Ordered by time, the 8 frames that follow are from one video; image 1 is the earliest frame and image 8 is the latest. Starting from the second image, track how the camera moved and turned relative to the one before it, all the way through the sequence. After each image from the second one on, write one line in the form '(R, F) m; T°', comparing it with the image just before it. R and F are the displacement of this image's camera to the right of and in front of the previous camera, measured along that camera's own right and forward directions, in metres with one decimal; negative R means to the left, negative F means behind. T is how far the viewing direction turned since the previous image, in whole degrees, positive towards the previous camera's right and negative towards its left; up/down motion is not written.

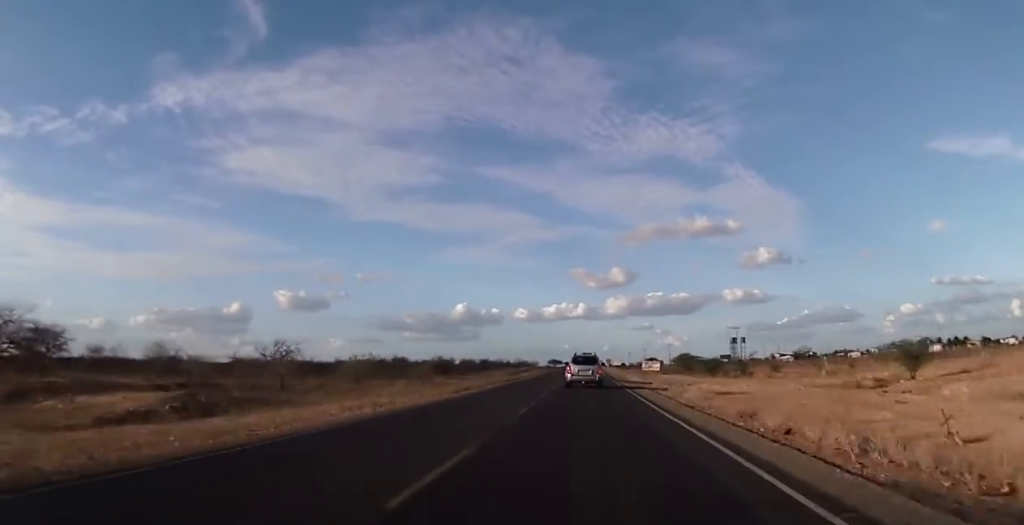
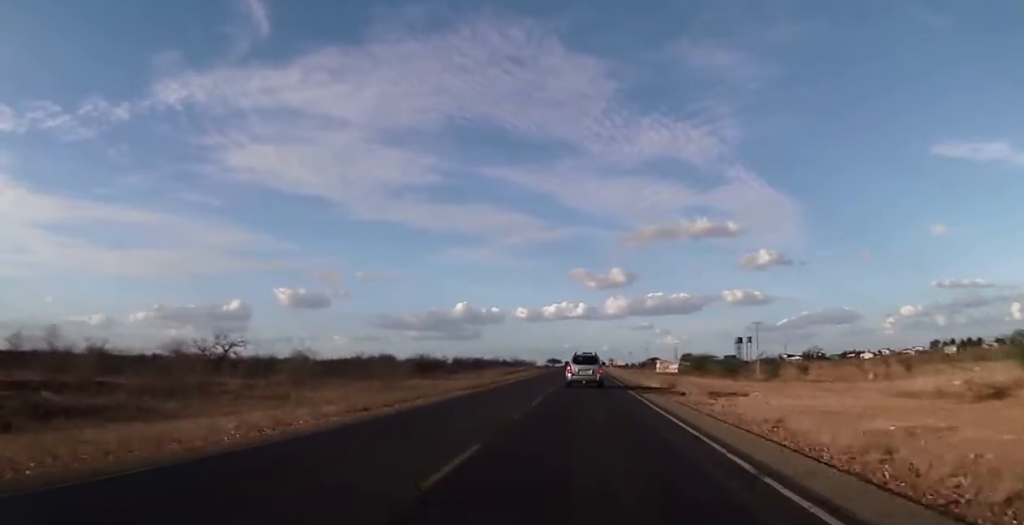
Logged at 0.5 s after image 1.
(0.0, +13.7) m; 0°
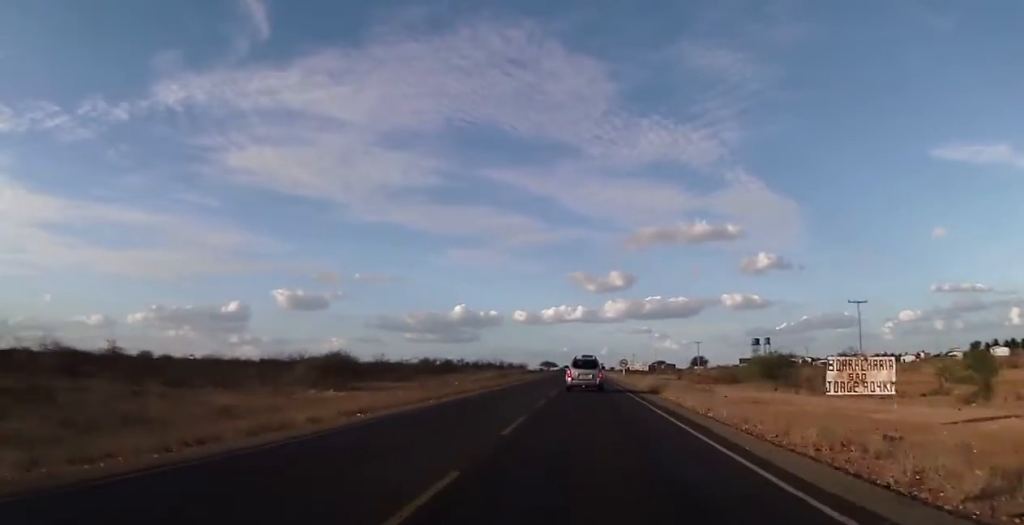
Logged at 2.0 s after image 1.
(-0.2, +41.8) m; 0°
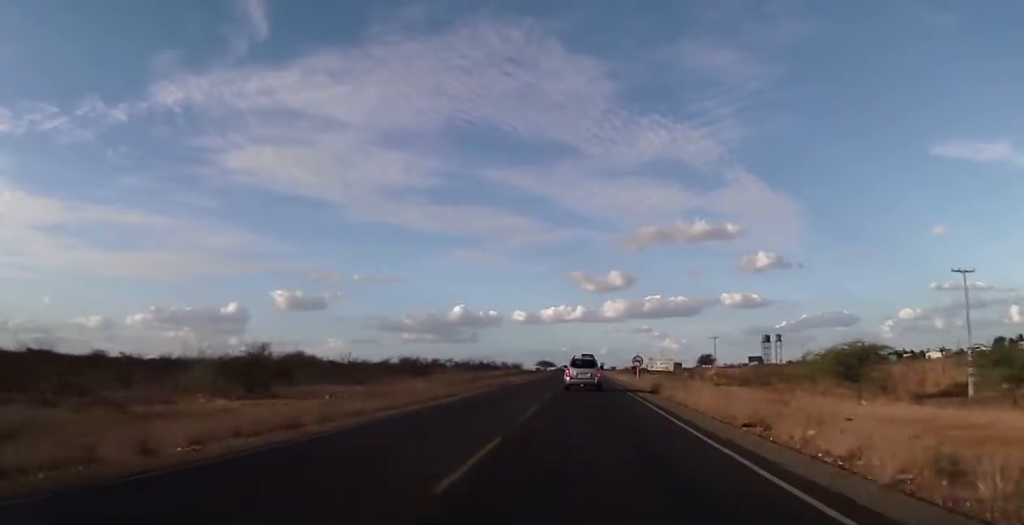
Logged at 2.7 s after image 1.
(0.0, +22.9) m; 0°
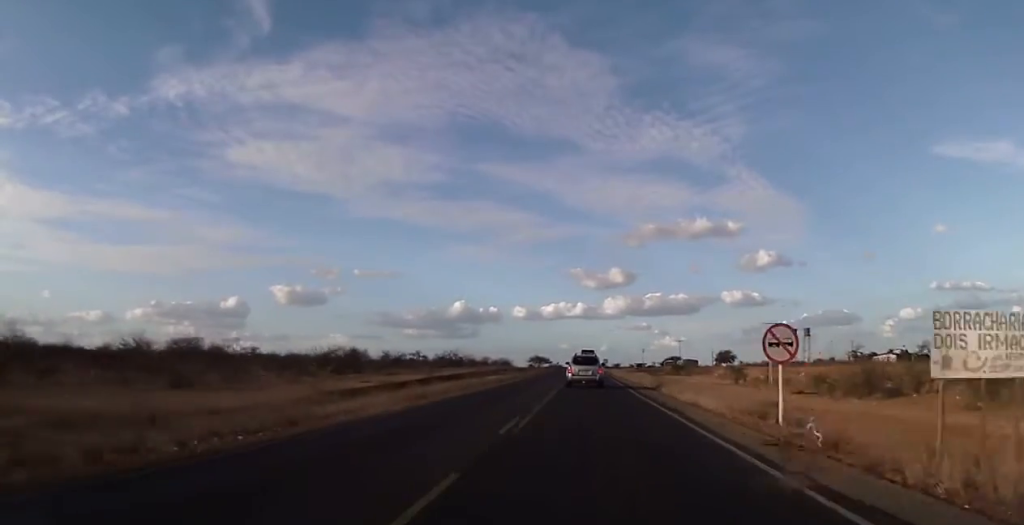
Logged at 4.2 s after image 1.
(+0.4, +51.6) m; 0°
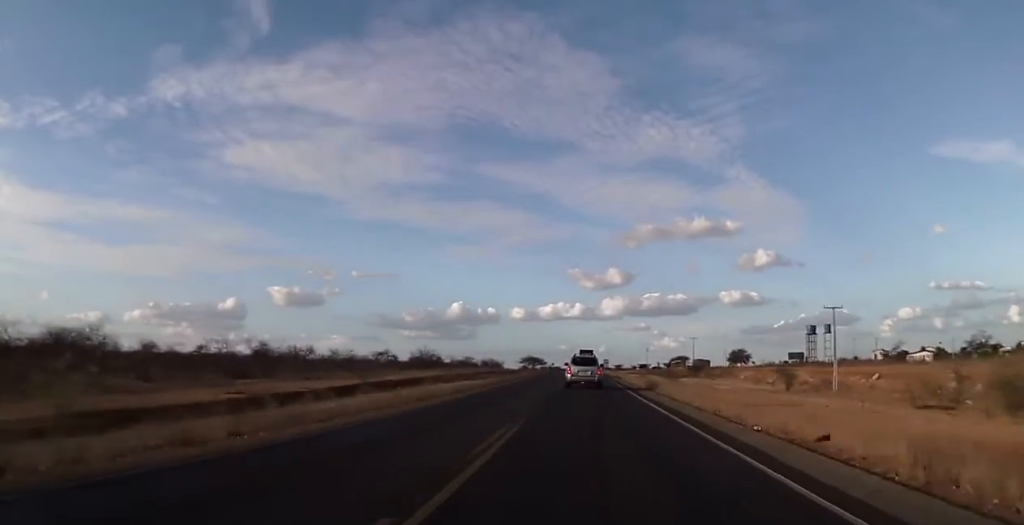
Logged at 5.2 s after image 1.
(-0.1, +32.9) m; 0°
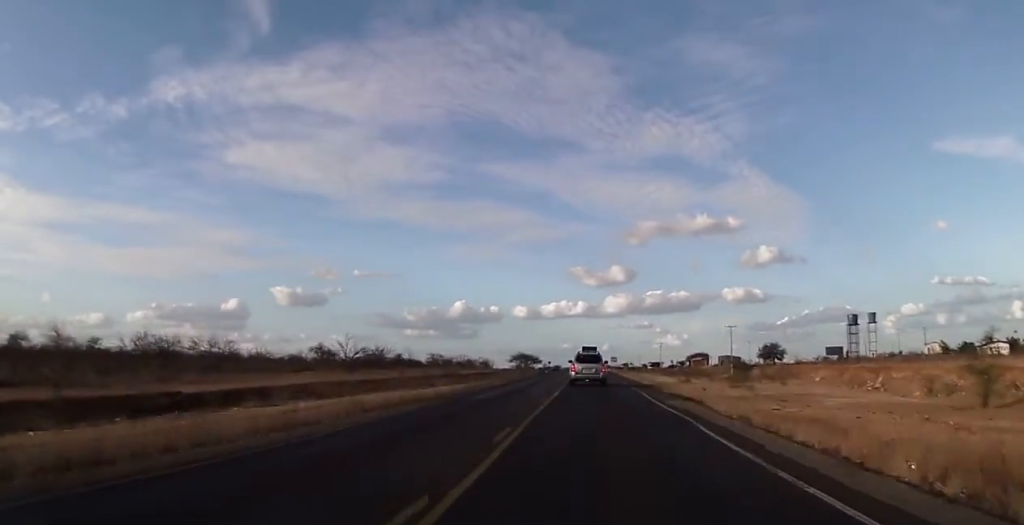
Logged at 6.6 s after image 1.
(-0.2, +45.5) m; 0°
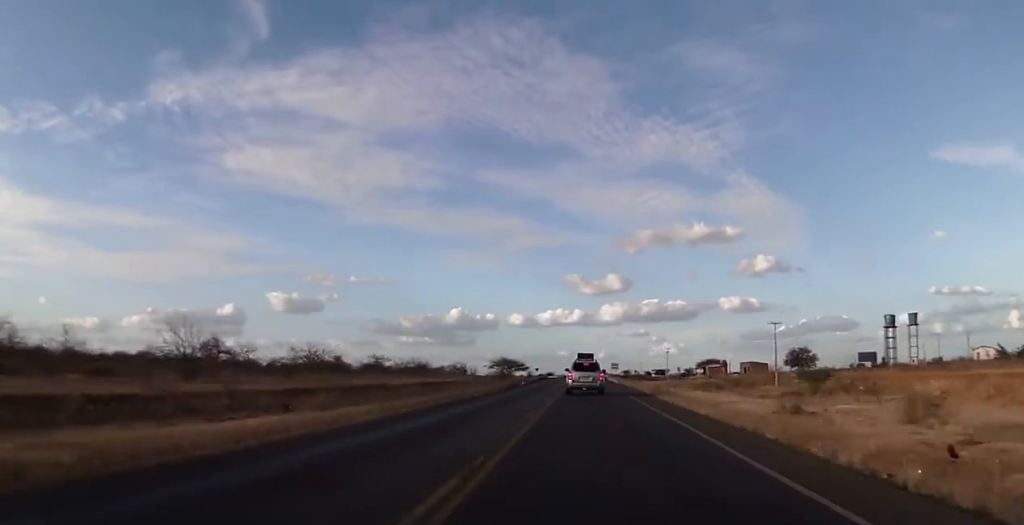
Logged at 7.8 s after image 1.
(0.0, +34.5) m; 0°
